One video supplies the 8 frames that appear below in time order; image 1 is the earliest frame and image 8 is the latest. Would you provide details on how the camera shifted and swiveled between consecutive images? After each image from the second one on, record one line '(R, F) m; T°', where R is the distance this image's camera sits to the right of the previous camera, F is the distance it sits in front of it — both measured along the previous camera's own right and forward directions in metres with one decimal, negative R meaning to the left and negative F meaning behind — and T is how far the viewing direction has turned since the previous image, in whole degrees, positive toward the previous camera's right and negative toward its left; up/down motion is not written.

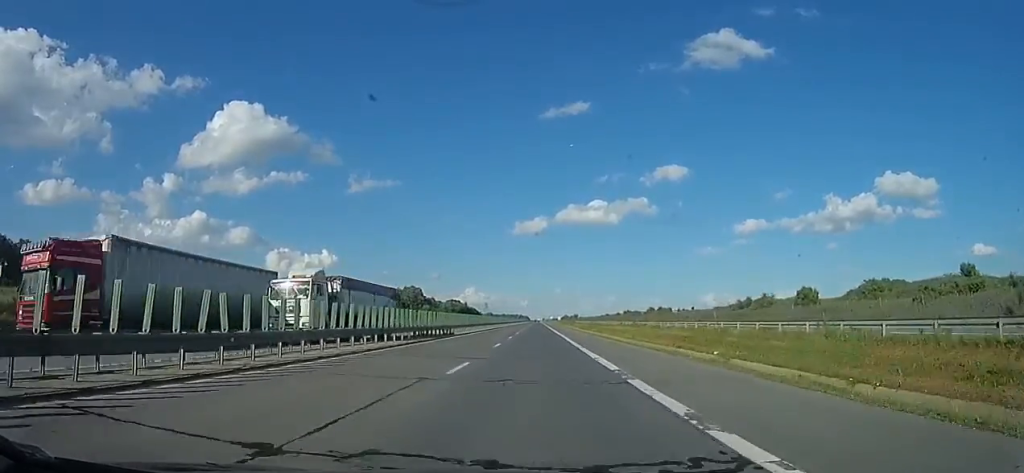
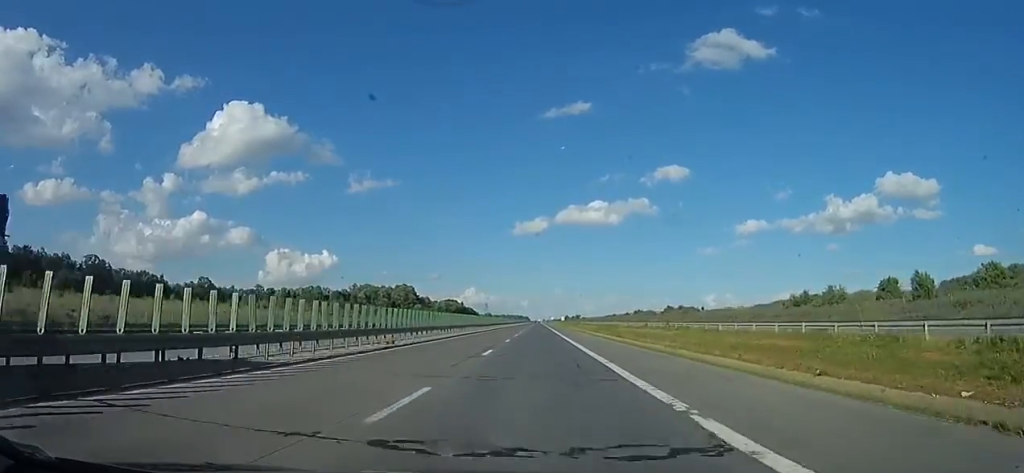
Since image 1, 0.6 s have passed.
(0.0, +17.4) m; 0°
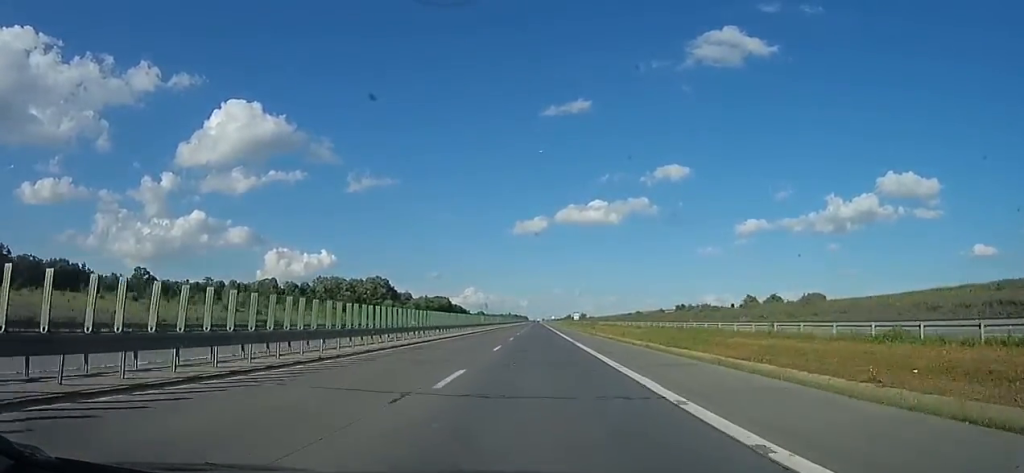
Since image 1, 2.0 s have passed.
(0.0, +44.6) m; 0°
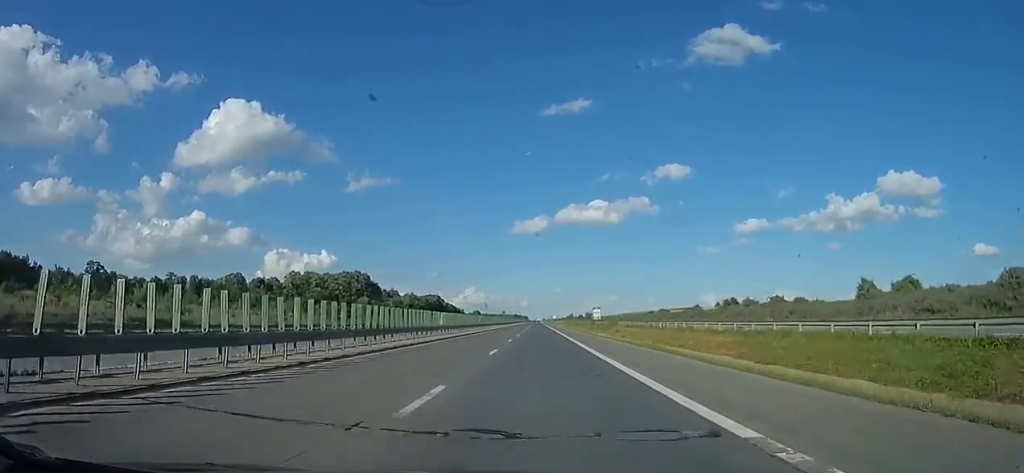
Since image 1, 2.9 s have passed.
(+0.1, +26.5) m; 0°
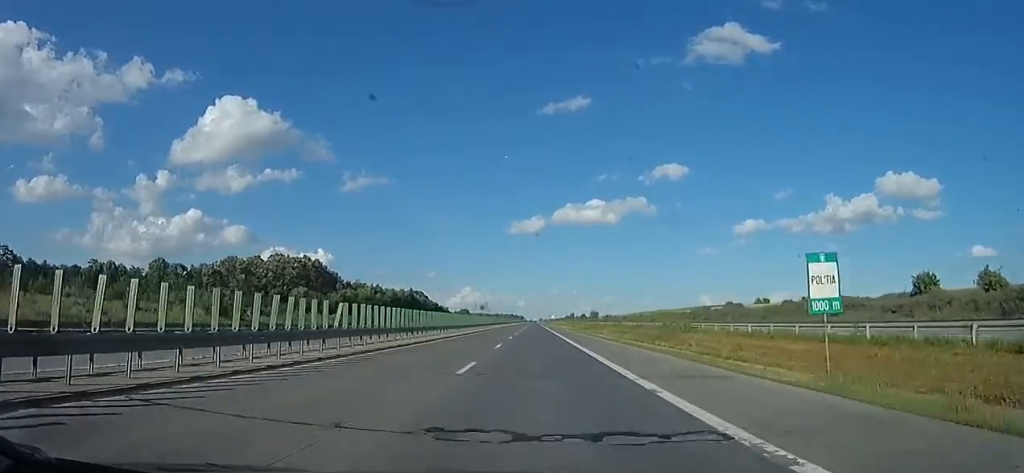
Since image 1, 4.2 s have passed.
(0.0, +41.7) m; 0°
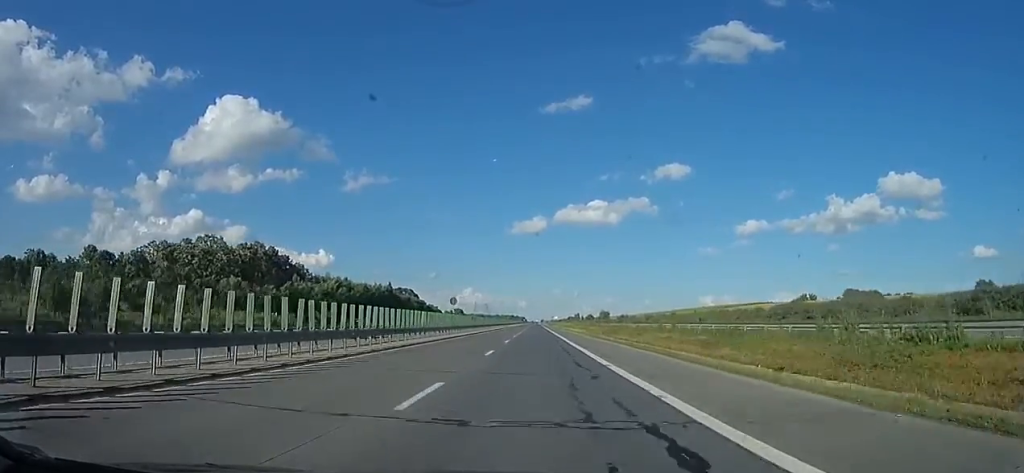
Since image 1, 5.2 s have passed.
(0.0, +29.0) m; 0°
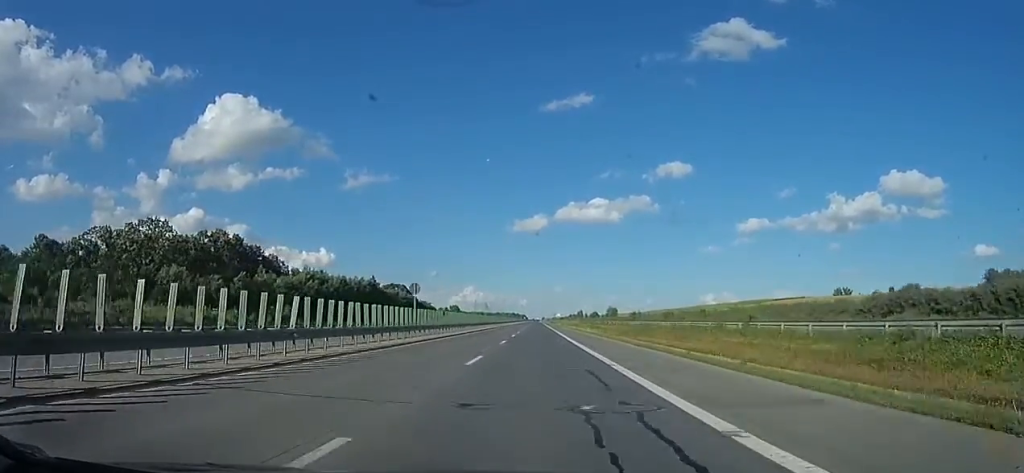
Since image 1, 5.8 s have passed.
(0.0, +16.8) m; 0°
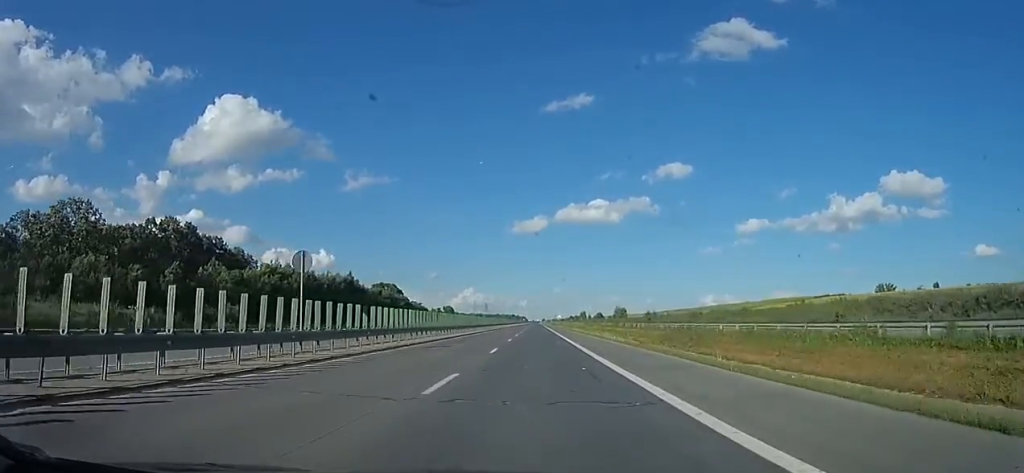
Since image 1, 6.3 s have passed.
(0.0, +17.3) m; 0°
